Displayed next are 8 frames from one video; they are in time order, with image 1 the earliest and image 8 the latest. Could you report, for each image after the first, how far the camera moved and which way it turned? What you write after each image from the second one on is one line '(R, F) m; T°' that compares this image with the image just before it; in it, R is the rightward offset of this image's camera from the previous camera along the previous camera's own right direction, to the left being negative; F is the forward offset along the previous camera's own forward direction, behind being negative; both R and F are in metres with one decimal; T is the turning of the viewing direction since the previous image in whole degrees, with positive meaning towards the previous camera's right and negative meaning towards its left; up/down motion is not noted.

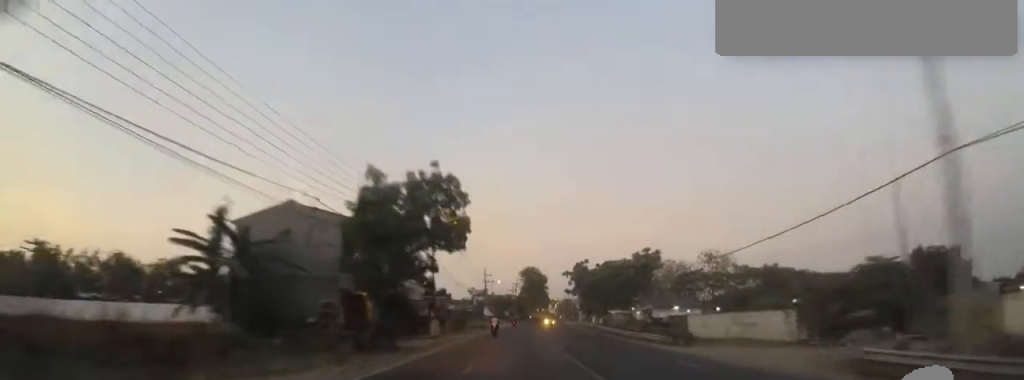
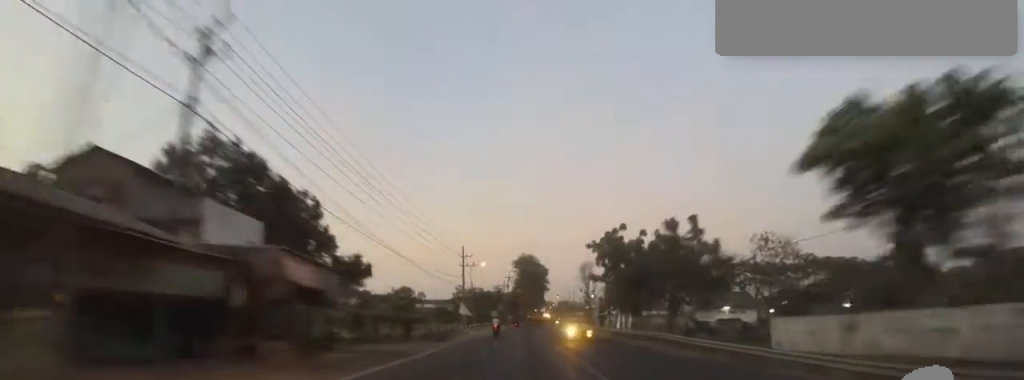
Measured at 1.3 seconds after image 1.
(+0.3, +27.9) m; +1°
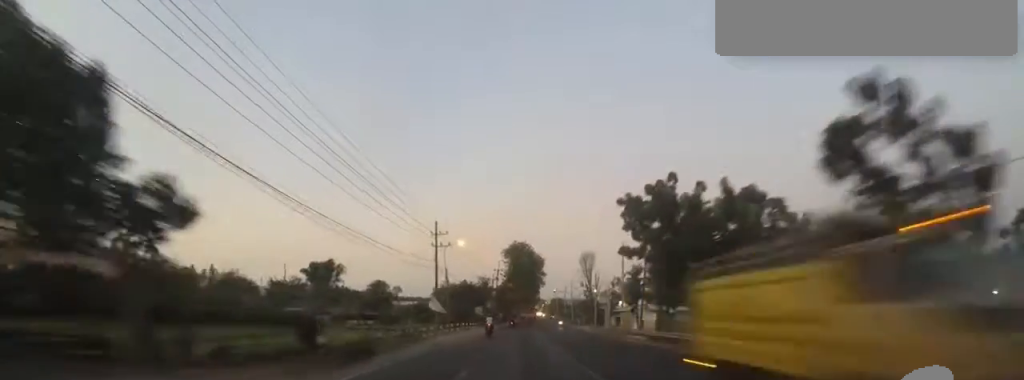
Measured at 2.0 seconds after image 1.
(+0.1, +14.8) m; 0°
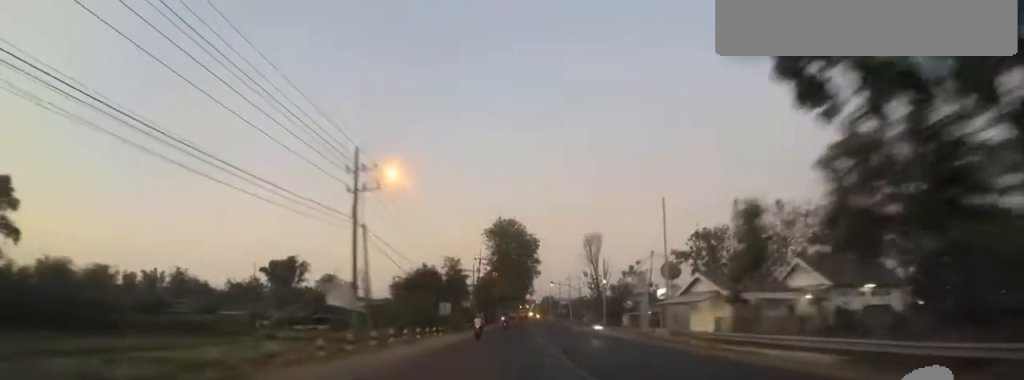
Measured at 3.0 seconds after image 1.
(+0.1, +20.2) m; +2°
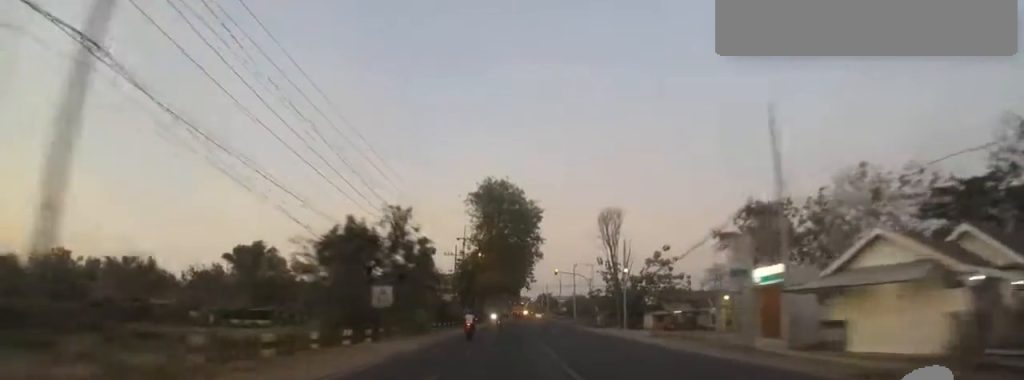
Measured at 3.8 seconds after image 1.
(+0.4, +17.2) m; +1°
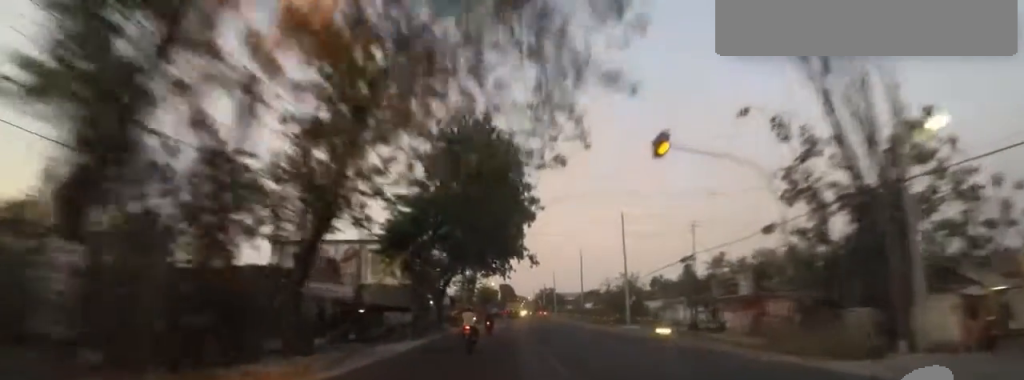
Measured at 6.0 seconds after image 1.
(-0.9, +43.0) m; 0°
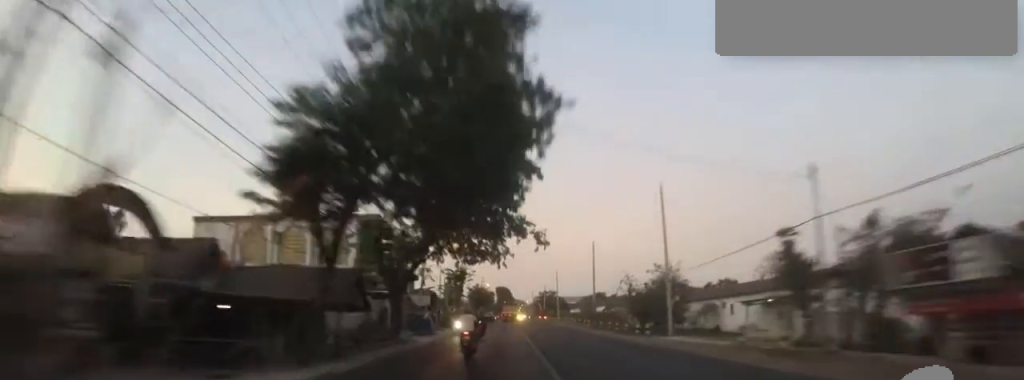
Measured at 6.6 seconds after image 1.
(+0.2, +12.4) m; +2°
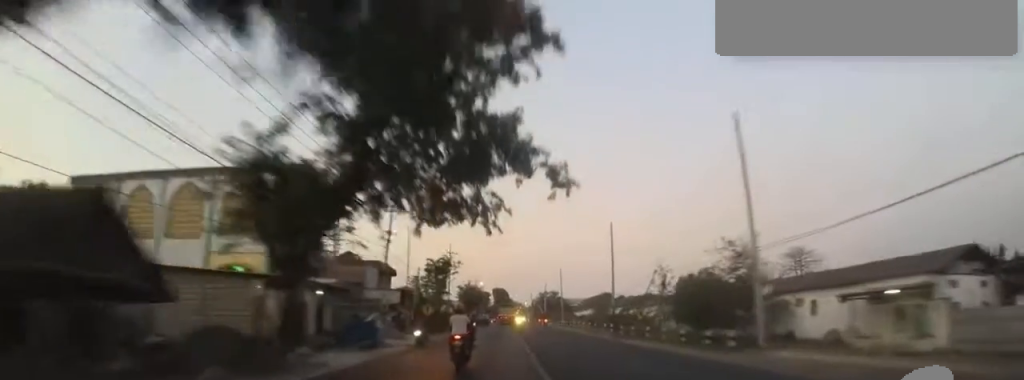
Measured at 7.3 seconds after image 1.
(+0.7, +11.9) m; +1°
